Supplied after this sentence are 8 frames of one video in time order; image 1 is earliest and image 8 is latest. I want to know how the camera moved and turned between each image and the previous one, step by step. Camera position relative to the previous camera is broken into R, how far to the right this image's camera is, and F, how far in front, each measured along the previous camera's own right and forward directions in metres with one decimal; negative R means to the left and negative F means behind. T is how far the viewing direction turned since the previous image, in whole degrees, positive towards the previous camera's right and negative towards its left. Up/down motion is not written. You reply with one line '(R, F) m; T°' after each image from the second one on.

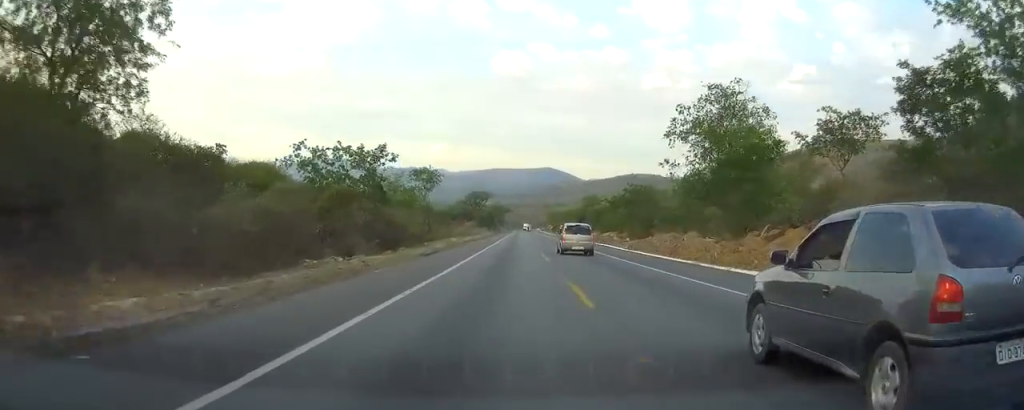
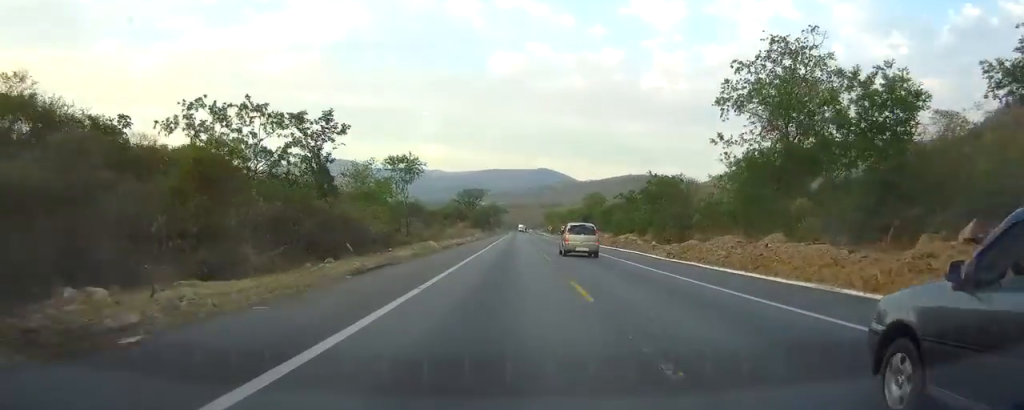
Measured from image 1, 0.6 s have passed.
(+0.2, +15.0) m; +1°
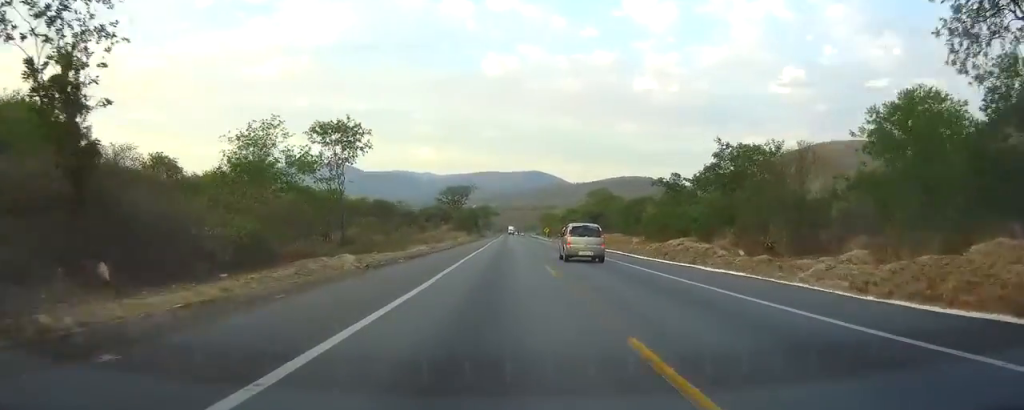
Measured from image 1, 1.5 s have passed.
(+0.1, +24.1) m; +1°
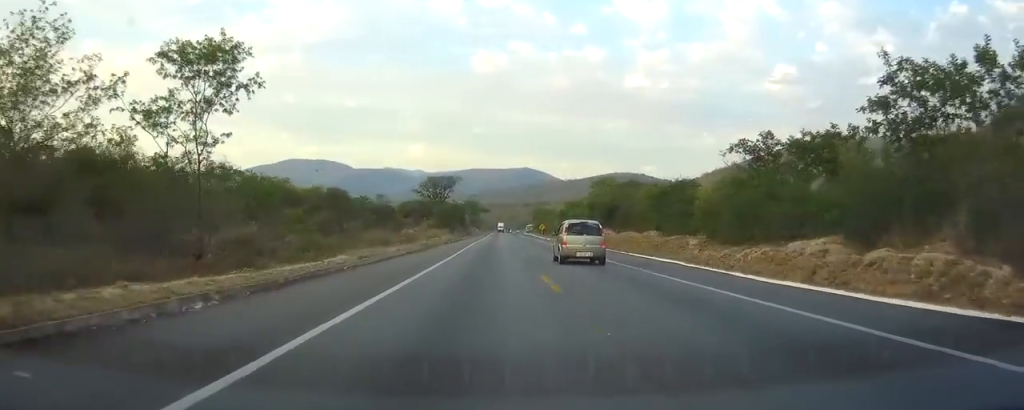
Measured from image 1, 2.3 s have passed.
(+0.1, +21.1) m; +1°
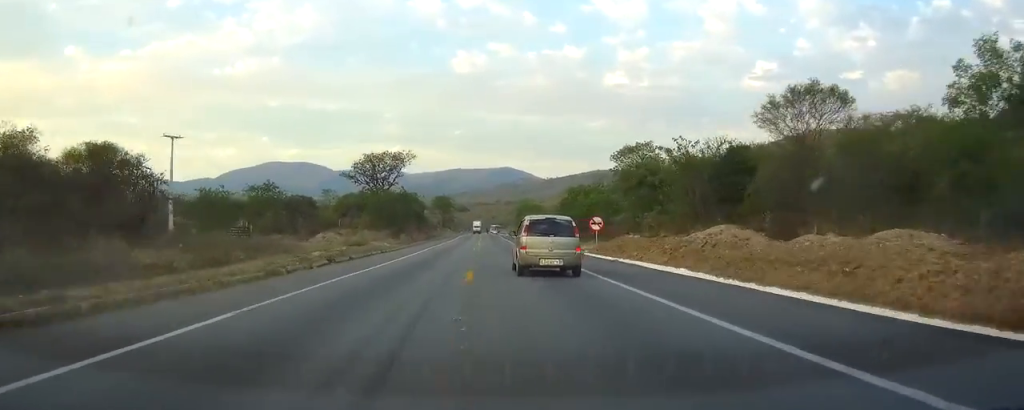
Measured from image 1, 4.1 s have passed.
(+0.6, +45.5) m; +2°
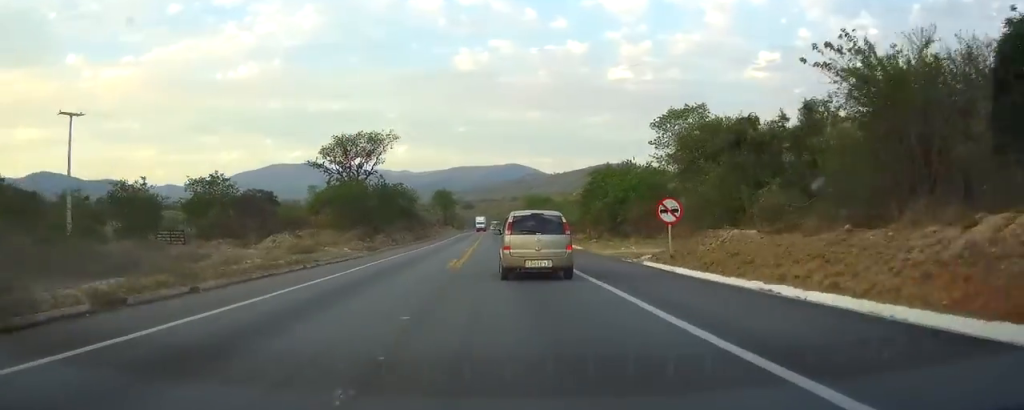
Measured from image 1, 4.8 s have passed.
(+0.2, +19.6) m; 0°
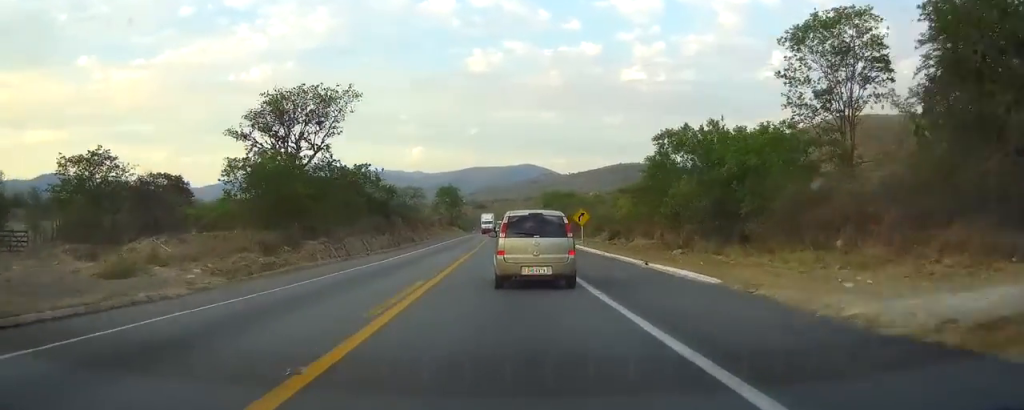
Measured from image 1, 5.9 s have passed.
(-0.3, +26.5) m; -1°
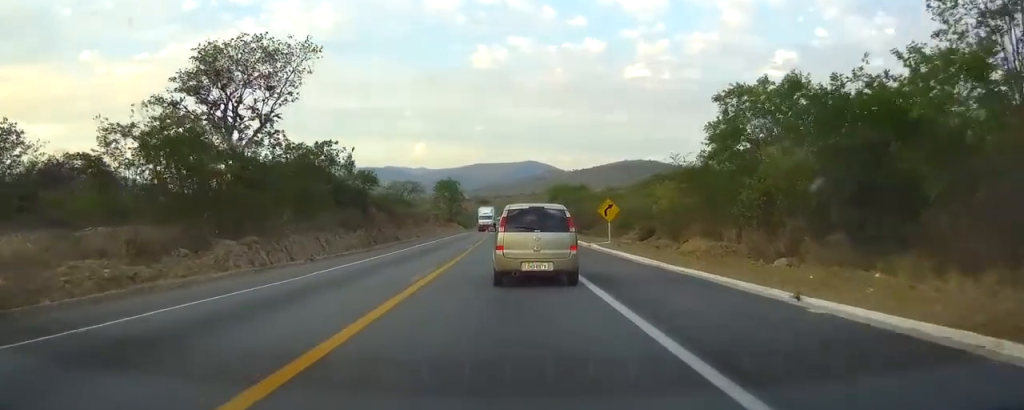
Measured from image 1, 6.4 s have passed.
(0.0, +12.9) m; 0°
